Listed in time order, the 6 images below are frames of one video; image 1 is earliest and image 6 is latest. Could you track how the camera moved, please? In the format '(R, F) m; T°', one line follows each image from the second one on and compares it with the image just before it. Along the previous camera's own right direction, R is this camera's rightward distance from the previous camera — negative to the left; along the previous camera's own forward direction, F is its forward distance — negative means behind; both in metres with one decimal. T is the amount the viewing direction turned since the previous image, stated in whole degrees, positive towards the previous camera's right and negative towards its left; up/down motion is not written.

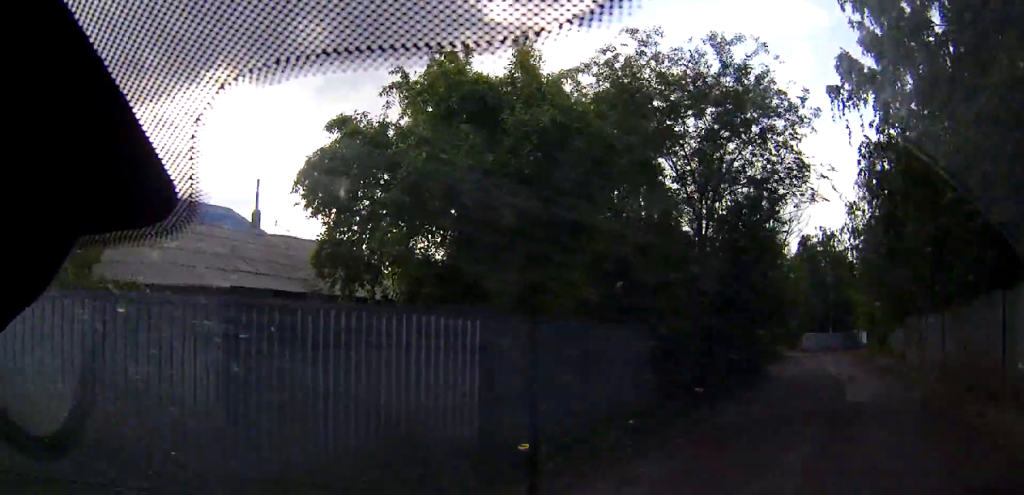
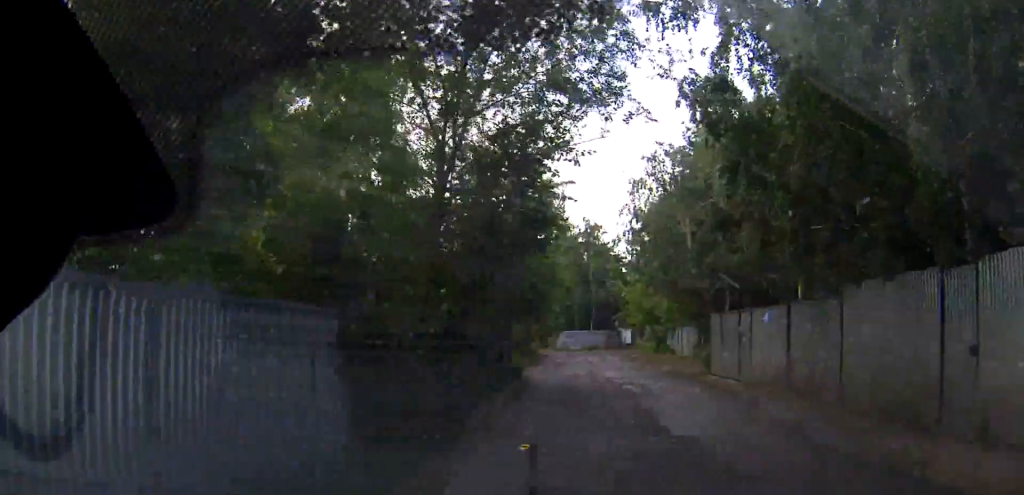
(0.0, +3.2) m; +8°
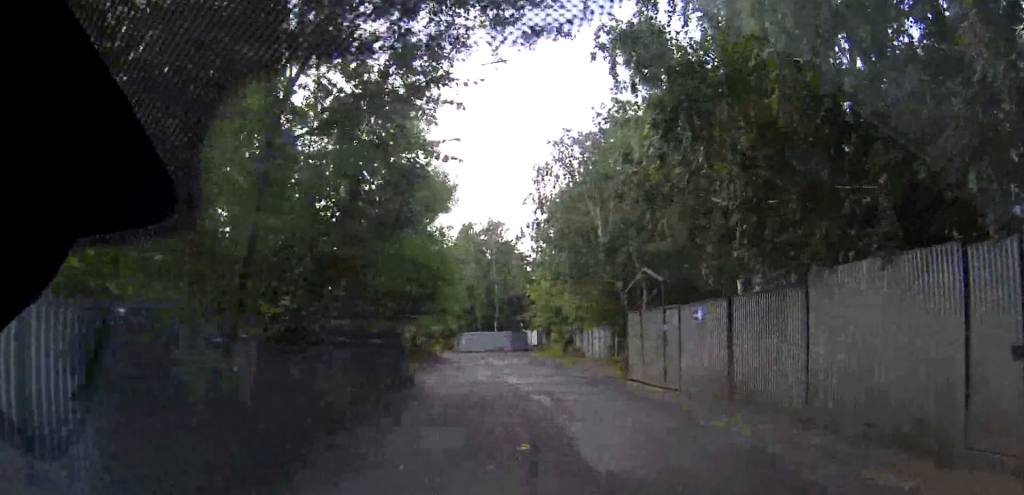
(+0.2, +2.8) m; +3°
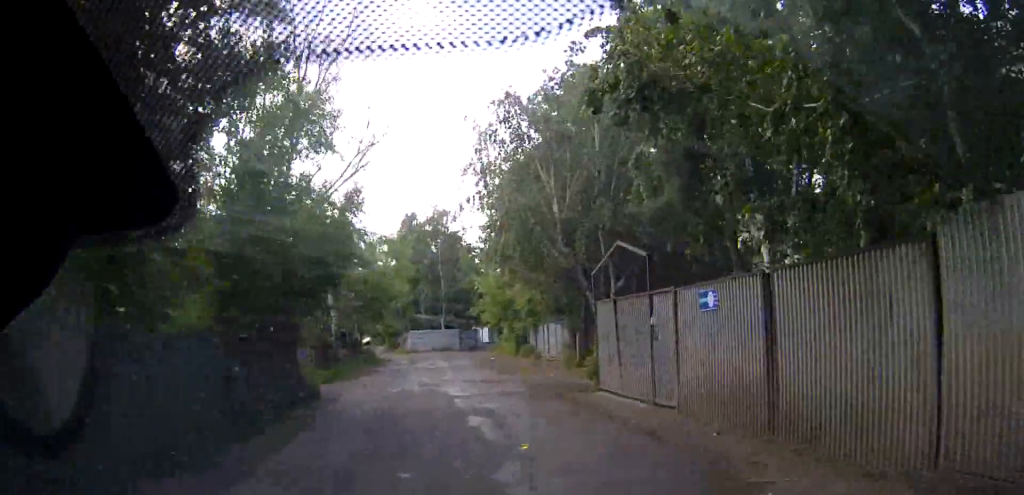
(+0.2, +5.1) m; +4°
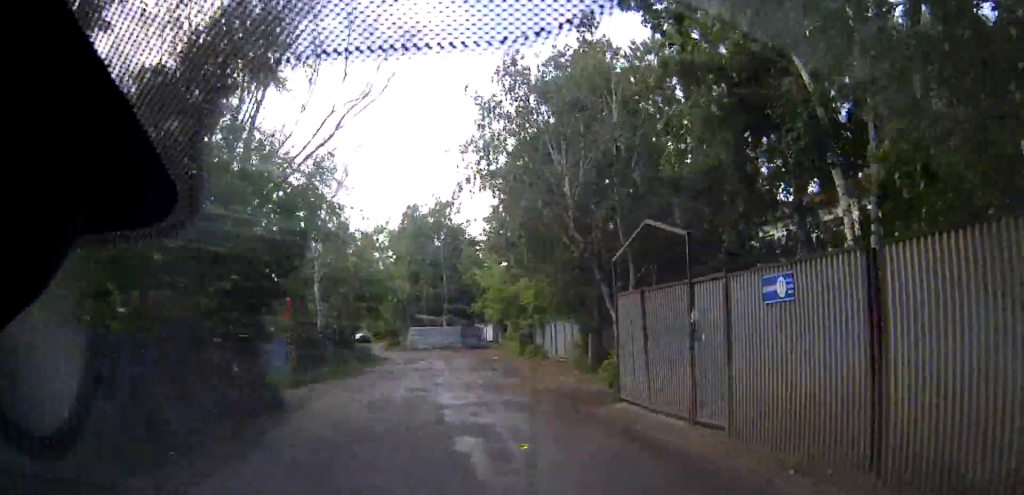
(0.0, +2.6) m; +1°
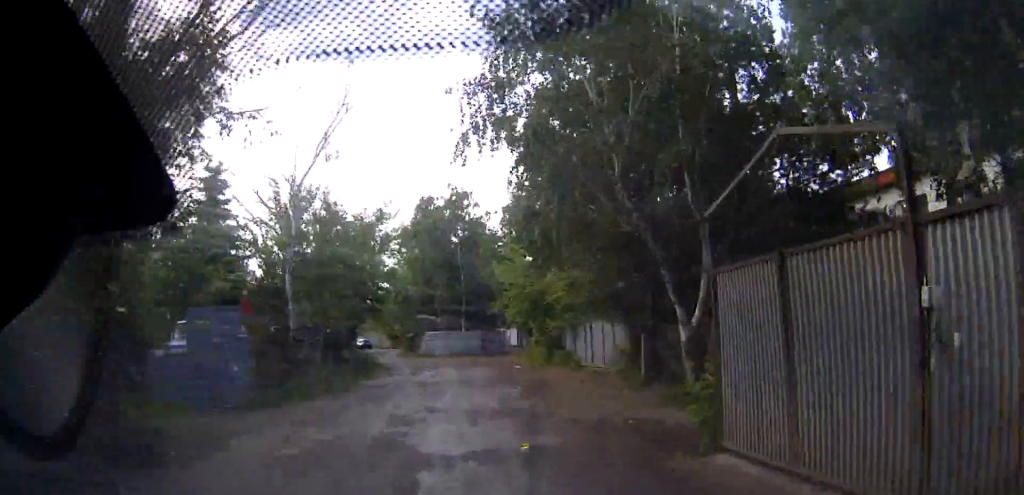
(+0.2, +5.3) m; -5°
